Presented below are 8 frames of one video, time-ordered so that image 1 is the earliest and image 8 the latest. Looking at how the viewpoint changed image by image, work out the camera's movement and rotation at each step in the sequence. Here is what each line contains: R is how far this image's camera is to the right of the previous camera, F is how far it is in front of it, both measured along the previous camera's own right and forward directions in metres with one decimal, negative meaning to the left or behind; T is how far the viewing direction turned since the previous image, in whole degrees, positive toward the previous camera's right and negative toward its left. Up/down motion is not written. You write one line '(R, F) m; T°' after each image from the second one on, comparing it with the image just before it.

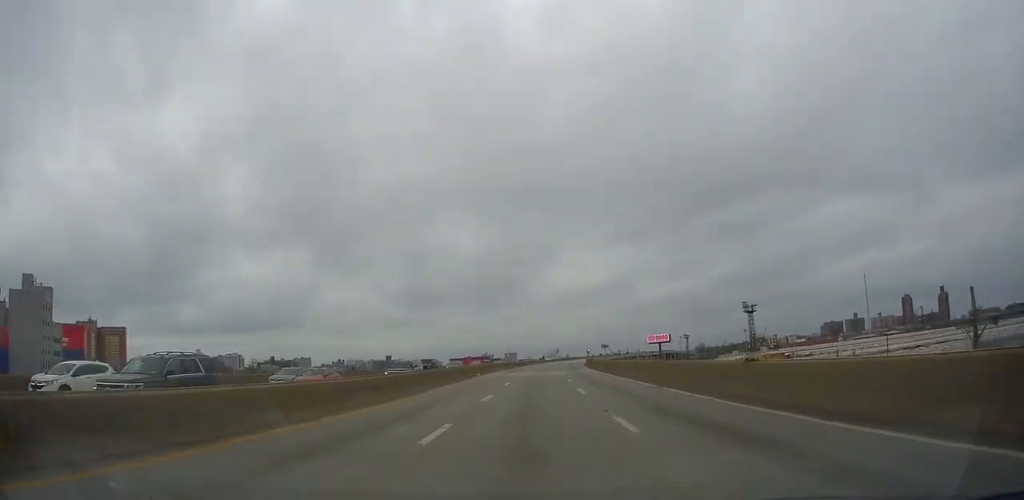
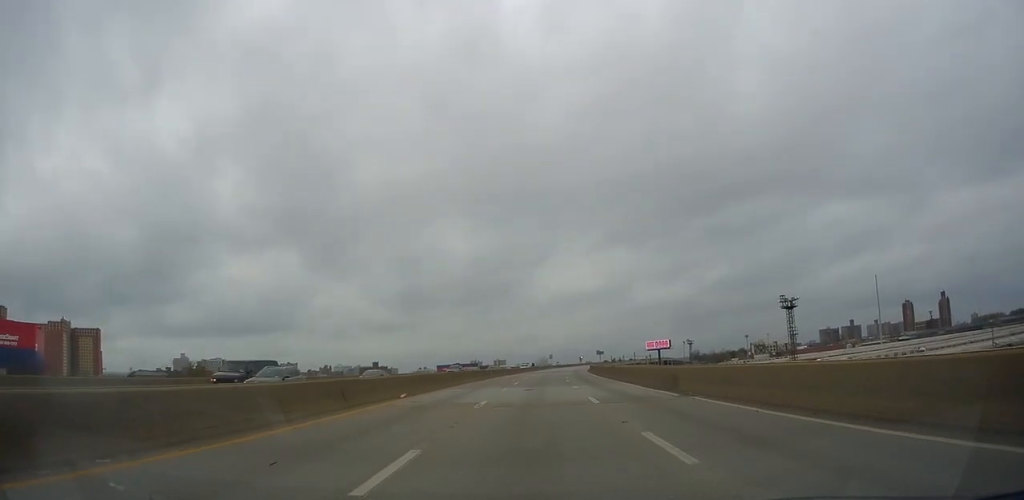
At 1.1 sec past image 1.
(0.0, +26.7) m; +1°
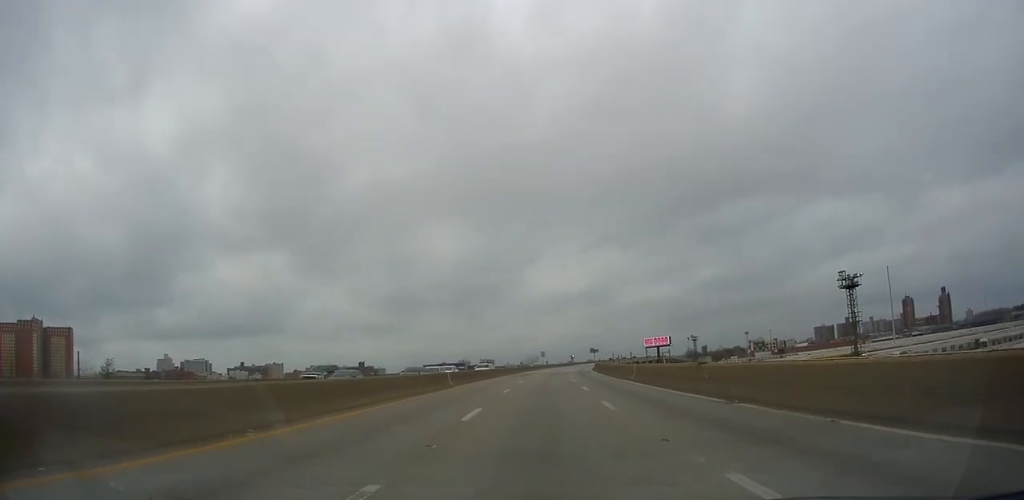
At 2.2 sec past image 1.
(+0.3, +26.7) m; +1°
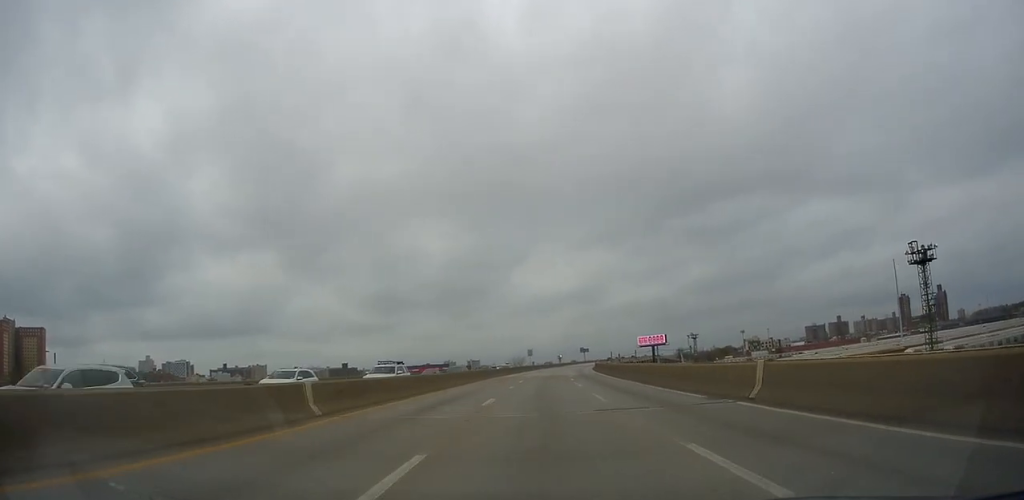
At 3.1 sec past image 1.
(0.0, +21.8) m; +1°
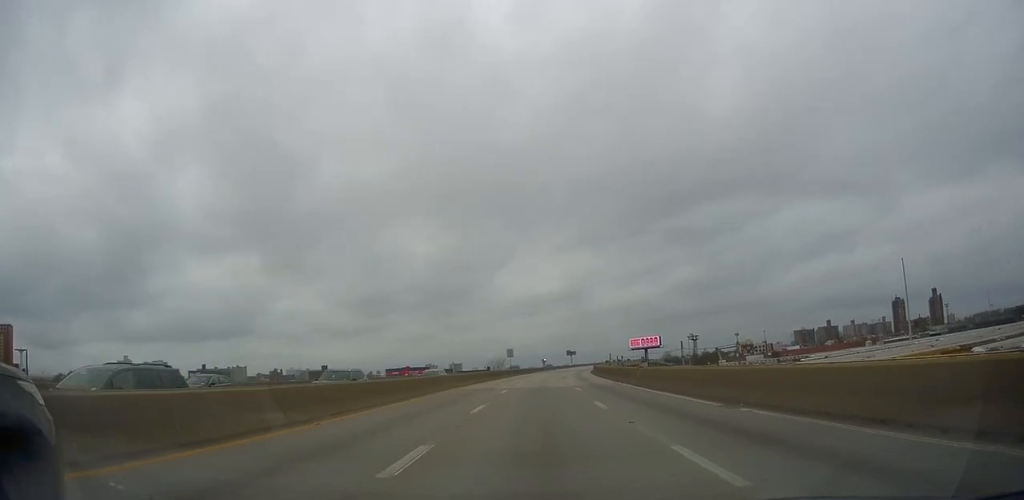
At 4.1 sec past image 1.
(+0.3, +24.6) m; +1°
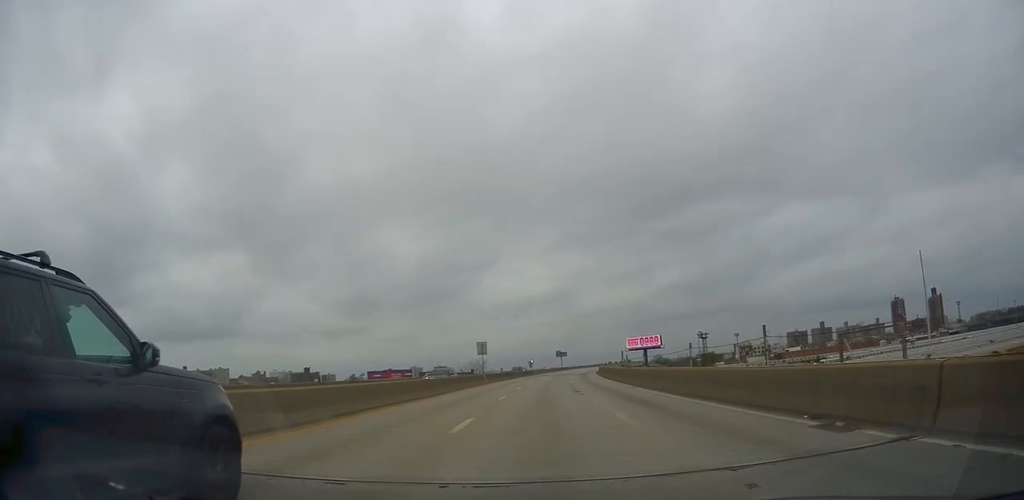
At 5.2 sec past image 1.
(+0.2, +28.5) m; +1°
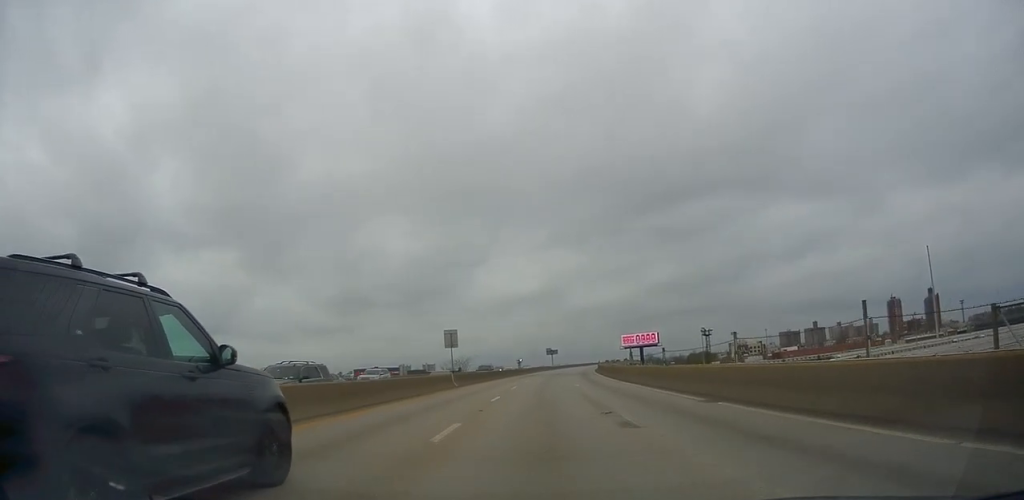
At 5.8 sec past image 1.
(+0.1, +14.7) m; +1°
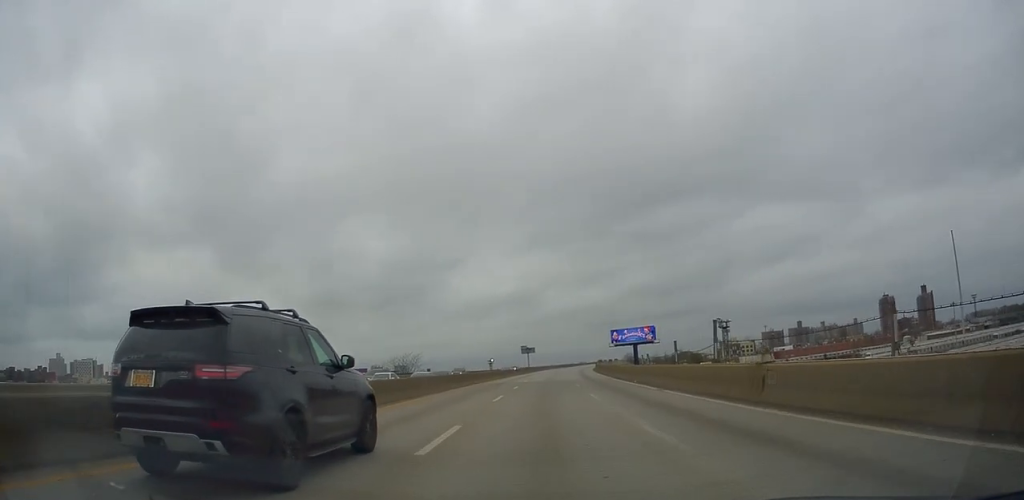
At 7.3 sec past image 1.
(+0.6, +37.2) m; +2°
